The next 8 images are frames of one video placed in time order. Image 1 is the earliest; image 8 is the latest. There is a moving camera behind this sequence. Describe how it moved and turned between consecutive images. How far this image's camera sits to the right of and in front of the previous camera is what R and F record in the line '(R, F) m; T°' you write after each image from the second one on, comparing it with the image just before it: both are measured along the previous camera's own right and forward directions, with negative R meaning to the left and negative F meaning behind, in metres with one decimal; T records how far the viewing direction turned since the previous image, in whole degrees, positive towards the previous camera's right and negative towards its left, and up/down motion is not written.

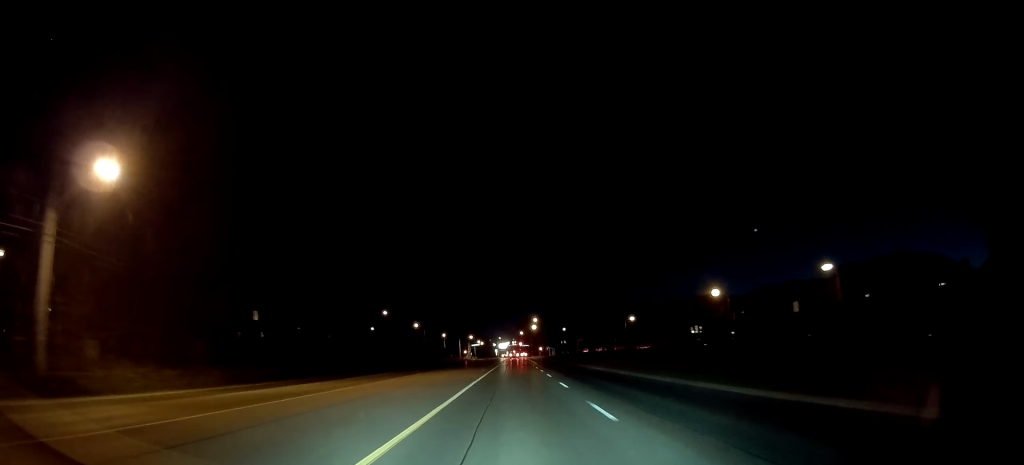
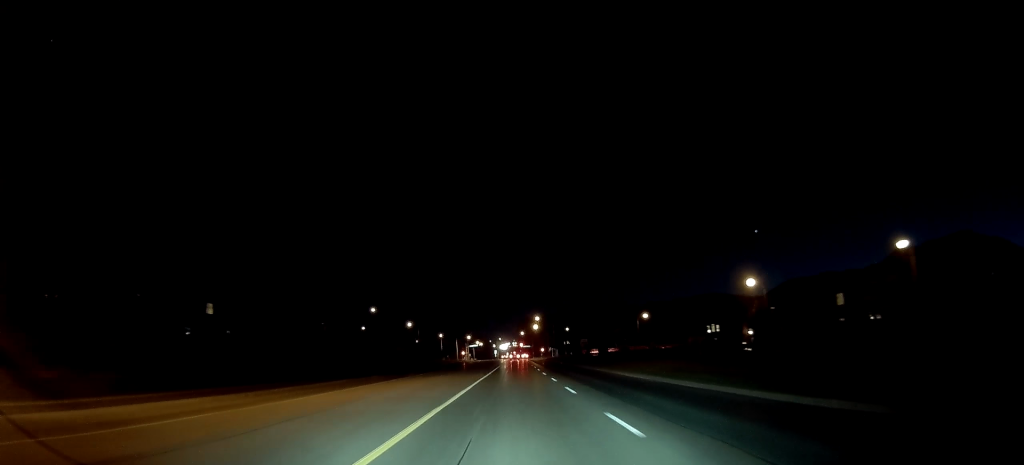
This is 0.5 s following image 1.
(0.0, +12.2) m; 0°
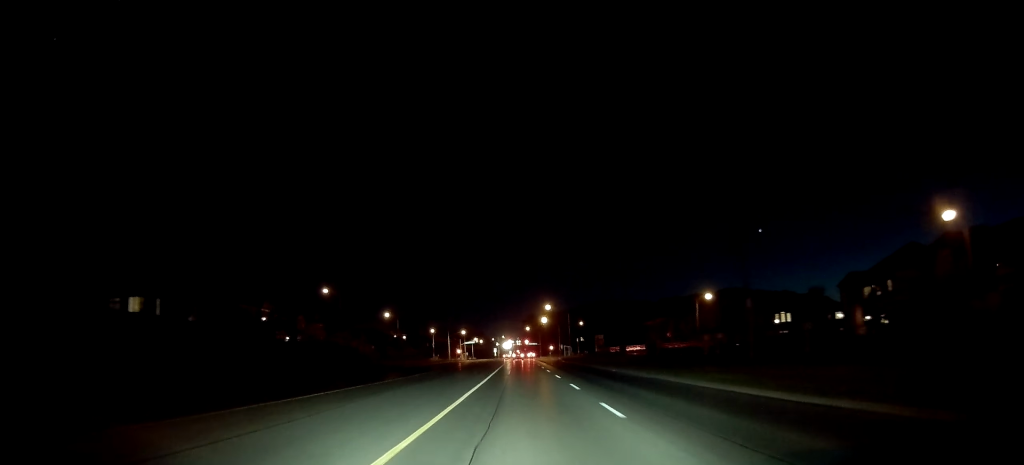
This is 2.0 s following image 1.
(+0.2, +34.5) m; 0°
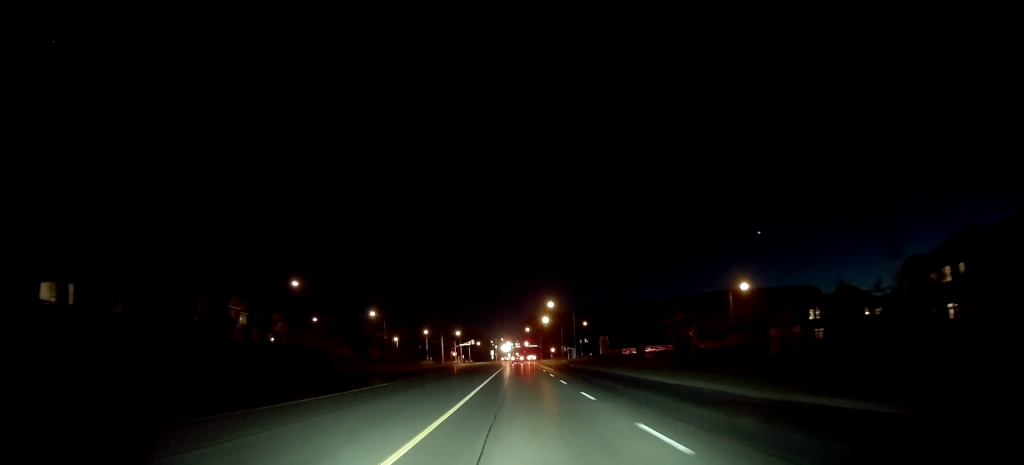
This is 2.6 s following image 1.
(-0.1, +12.7) m; -1°
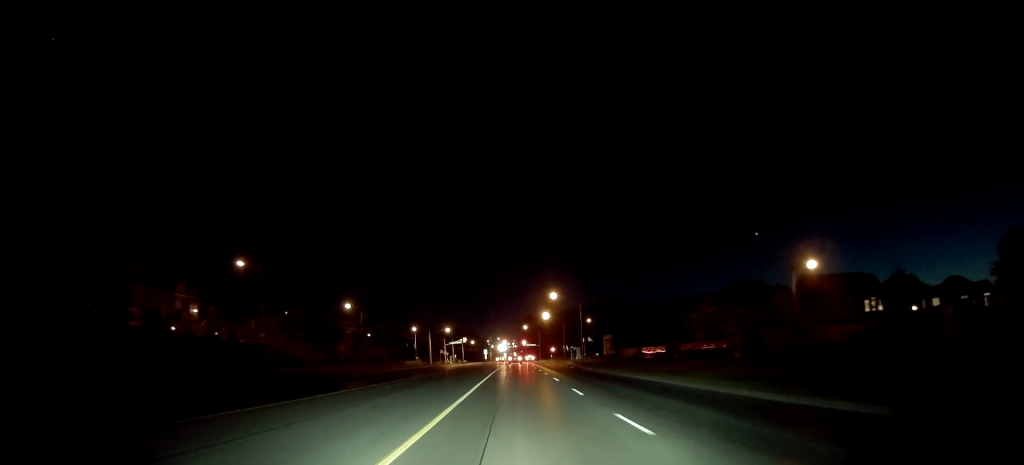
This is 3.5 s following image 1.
(-0.2, +16.3) m; -1°
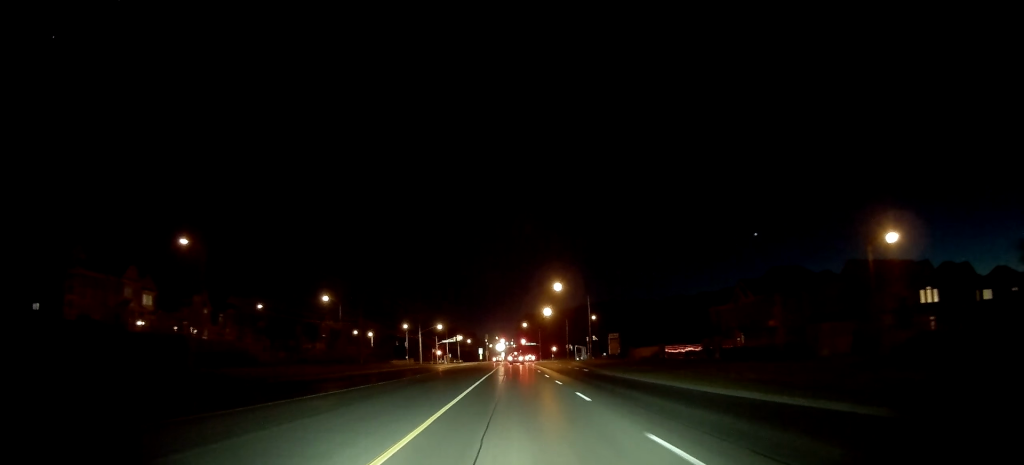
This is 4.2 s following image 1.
(-0.1, +12.5) m; 0°
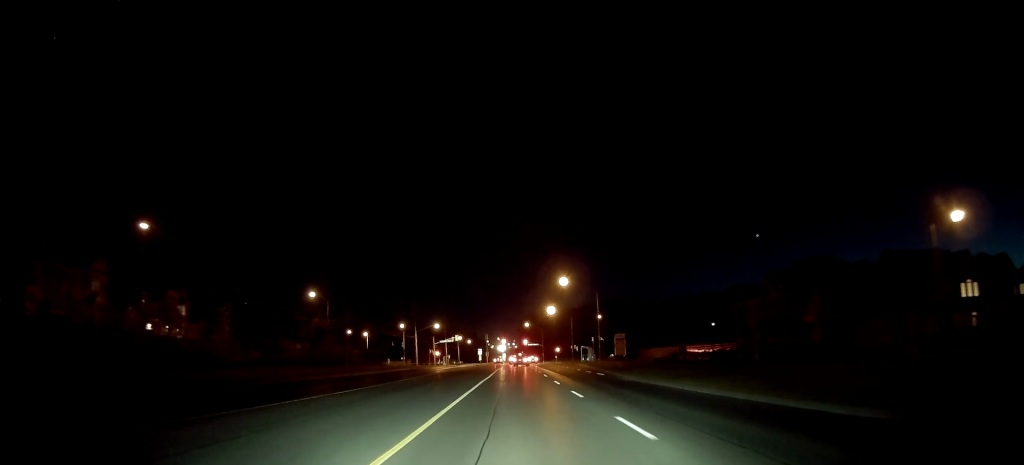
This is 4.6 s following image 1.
(+0.1, +7.1) m; +1°
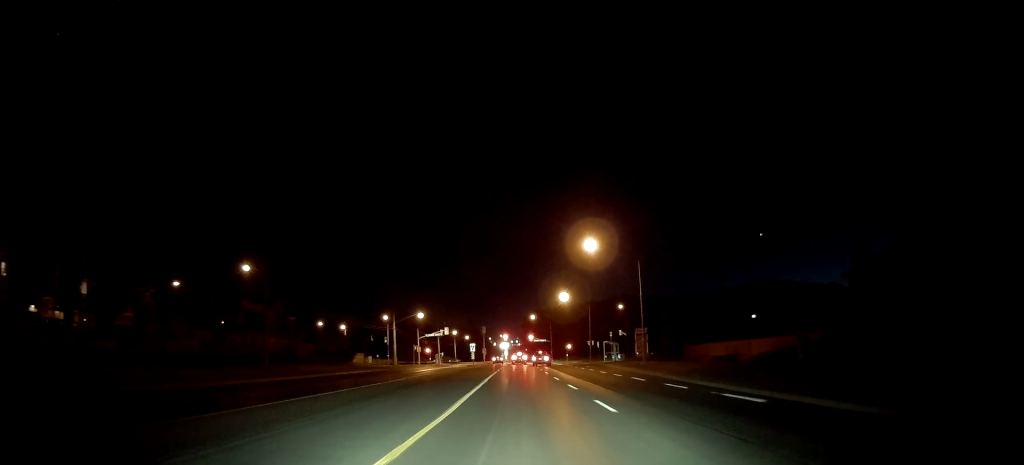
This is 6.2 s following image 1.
(+0.5, +23.9) m; +1°
